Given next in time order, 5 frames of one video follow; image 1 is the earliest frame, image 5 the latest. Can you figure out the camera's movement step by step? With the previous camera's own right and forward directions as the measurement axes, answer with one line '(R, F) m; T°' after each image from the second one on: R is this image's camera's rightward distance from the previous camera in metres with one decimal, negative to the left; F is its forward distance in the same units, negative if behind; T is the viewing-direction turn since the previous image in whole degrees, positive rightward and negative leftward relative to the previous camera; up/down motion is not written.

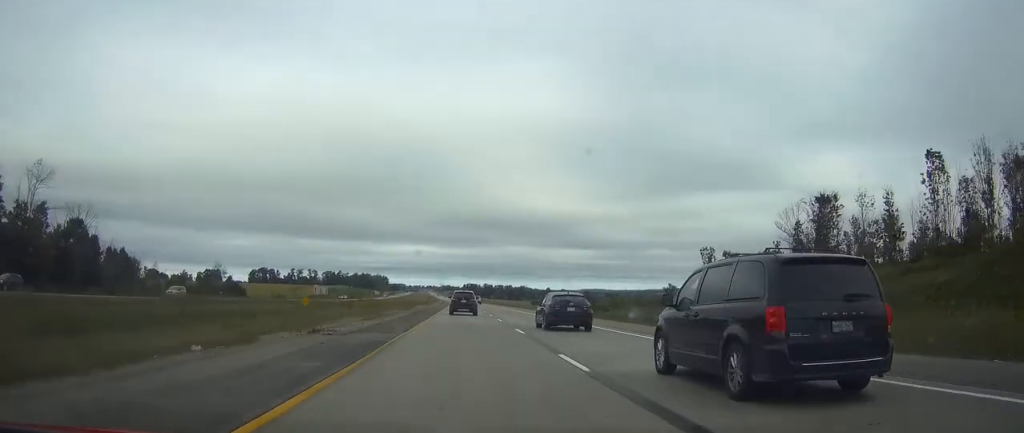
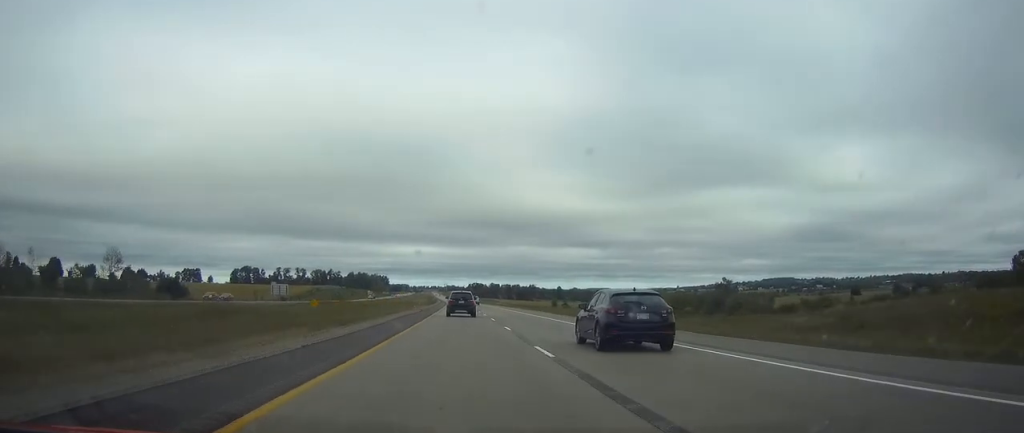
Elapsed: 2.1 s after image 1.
(-0.2, +69.8) m; 0°
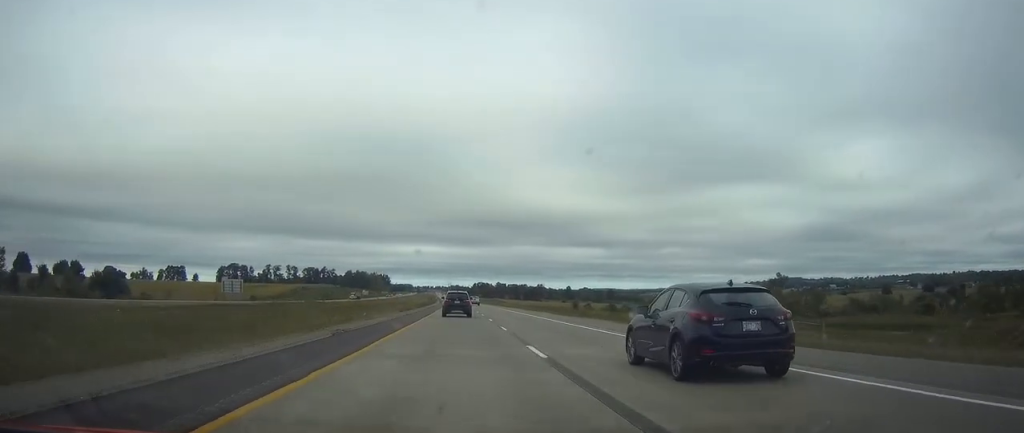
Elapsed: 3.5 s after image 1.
(-0.1, +48.2) m; 0°
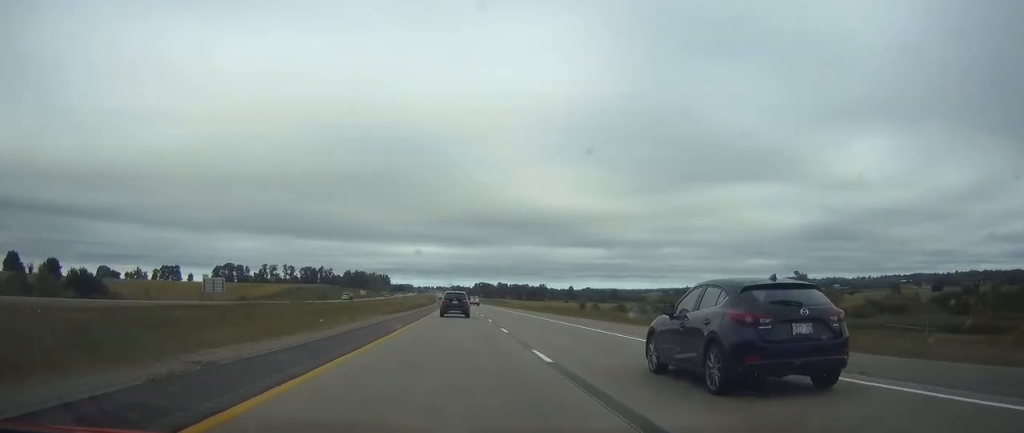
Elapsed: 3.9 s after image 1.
(0.0, +13.4) m; 0°
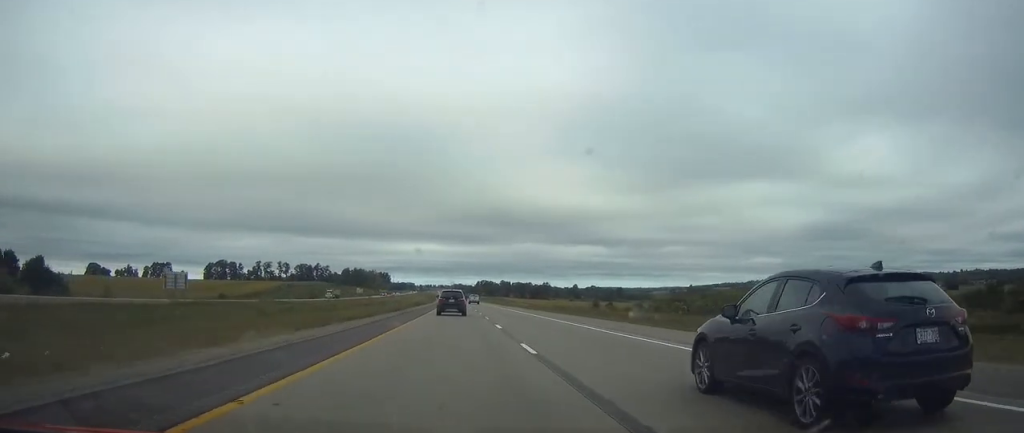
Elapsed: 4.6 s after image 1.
(-0.1, +22.4) m; 0°
